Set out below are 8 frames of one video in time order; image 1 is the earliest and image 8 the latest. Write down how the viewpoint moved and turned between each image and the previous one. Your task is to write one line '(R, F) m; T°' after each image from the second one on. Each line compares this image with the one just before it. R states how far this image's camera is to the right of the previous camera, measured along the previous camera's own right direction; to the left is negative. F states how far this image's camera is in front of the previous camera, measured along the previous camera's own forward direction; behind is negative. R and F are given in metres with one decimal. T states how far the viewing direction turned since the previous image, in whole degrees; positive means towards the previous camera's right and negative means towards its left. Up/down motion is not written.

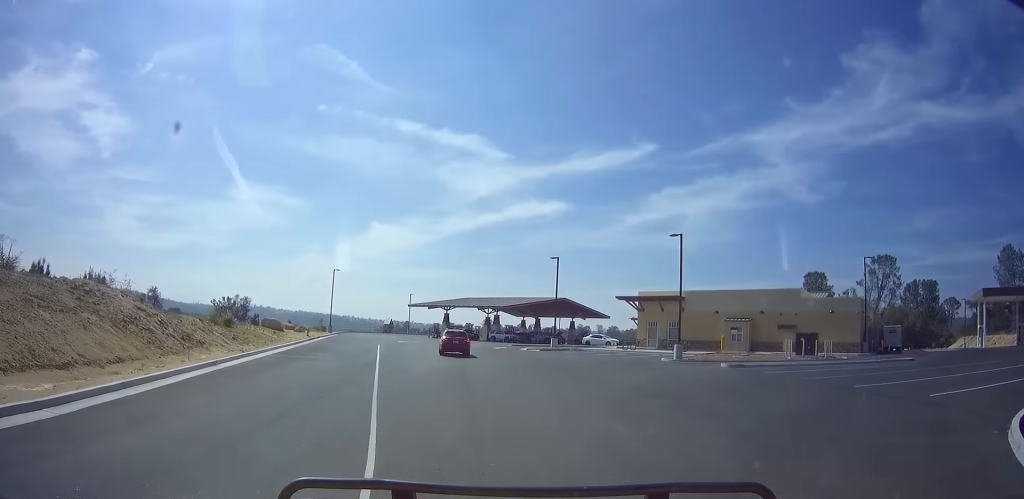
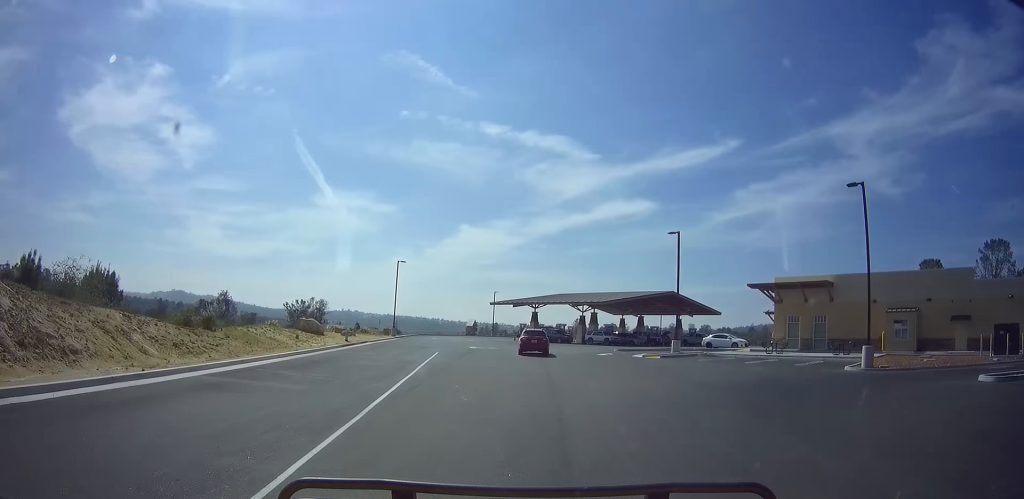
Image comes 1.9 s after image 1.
(-0.8, +12.2) m; -9°
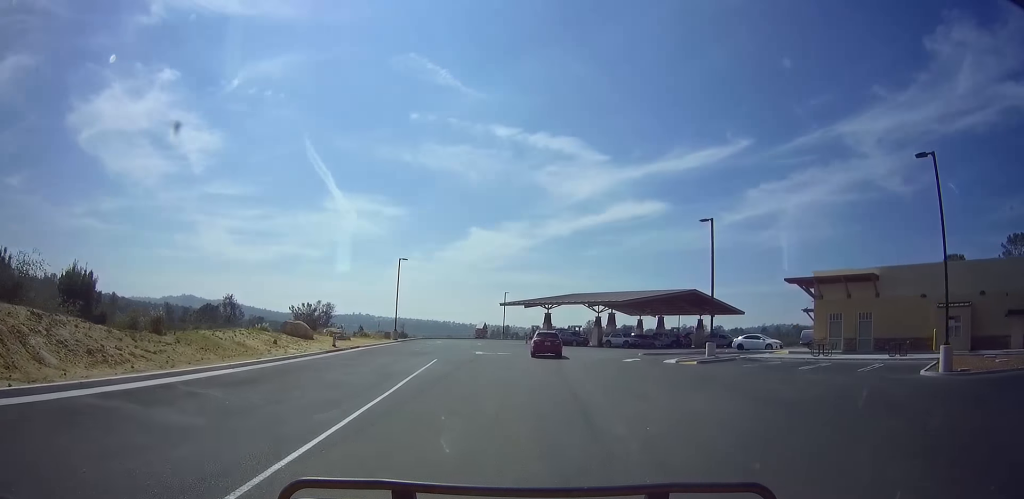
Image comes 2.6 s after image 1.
(-0.3, +4.8) m; -3°
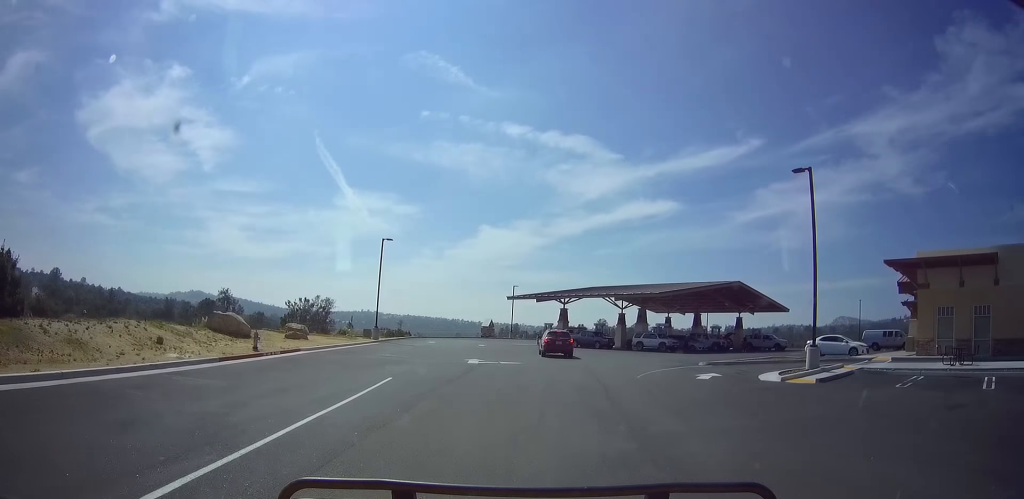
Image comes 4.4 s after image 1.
(-0.1, +11.2) m; 0°
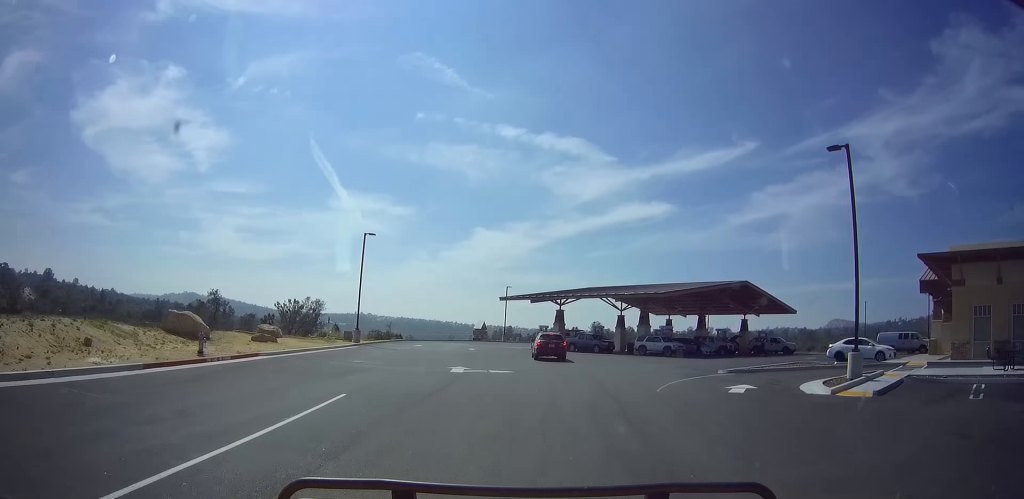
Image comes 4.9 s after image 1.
(0.0, +3.6) m; +1°
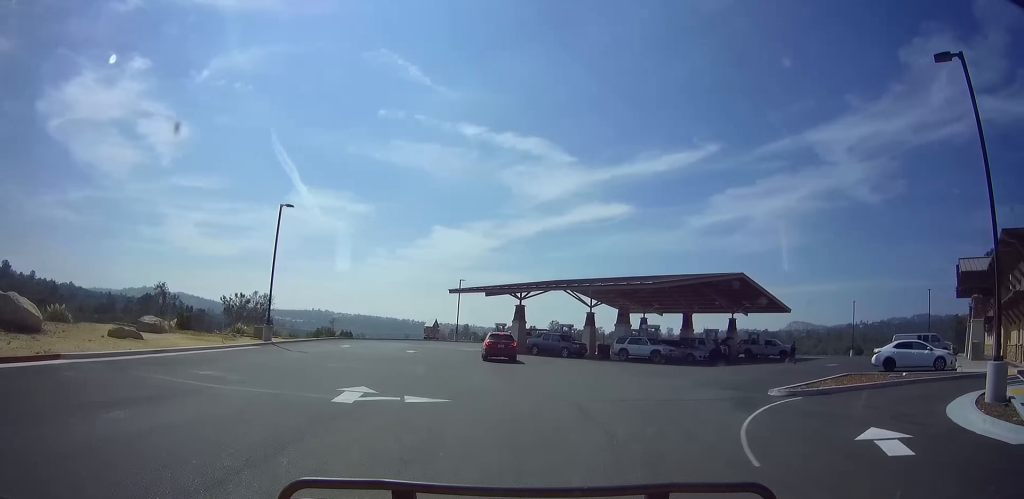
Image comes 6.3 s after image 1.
(+0.5, +8.7) m; +6°
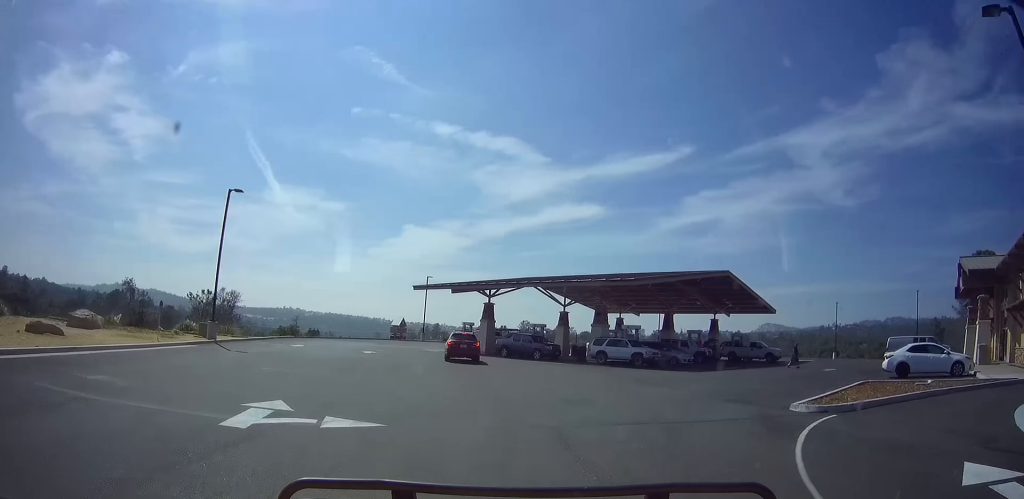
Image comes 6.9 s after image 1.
(+0.1, +3.2) m; +2°
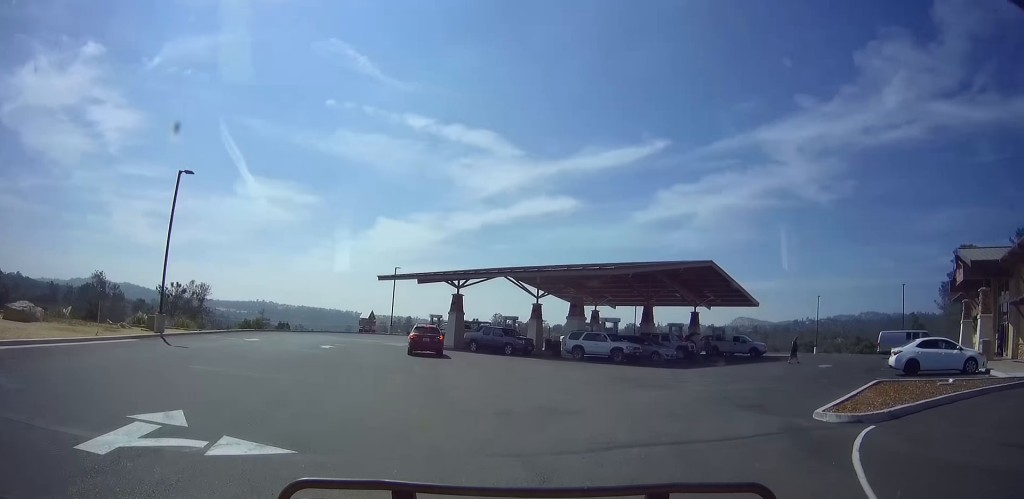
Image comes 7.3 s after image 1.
(0.0, +2.5) m; +2°
